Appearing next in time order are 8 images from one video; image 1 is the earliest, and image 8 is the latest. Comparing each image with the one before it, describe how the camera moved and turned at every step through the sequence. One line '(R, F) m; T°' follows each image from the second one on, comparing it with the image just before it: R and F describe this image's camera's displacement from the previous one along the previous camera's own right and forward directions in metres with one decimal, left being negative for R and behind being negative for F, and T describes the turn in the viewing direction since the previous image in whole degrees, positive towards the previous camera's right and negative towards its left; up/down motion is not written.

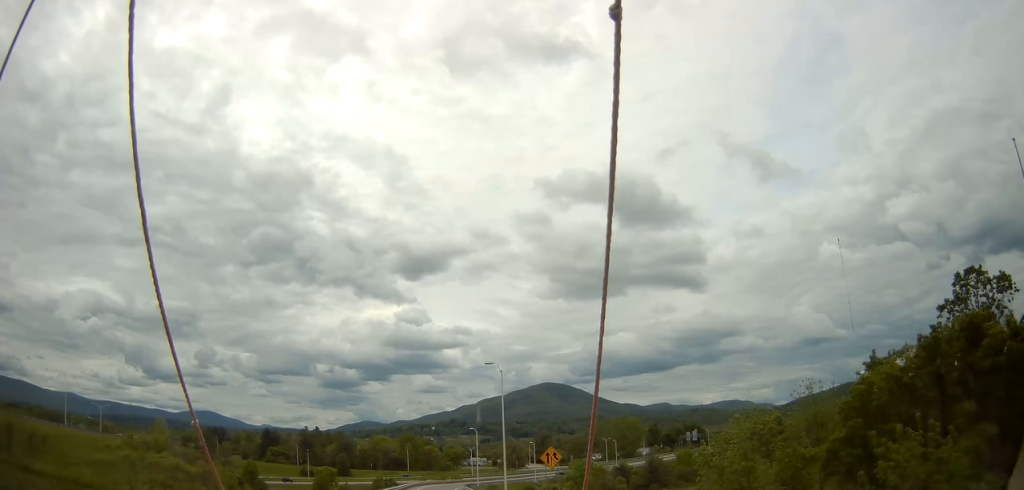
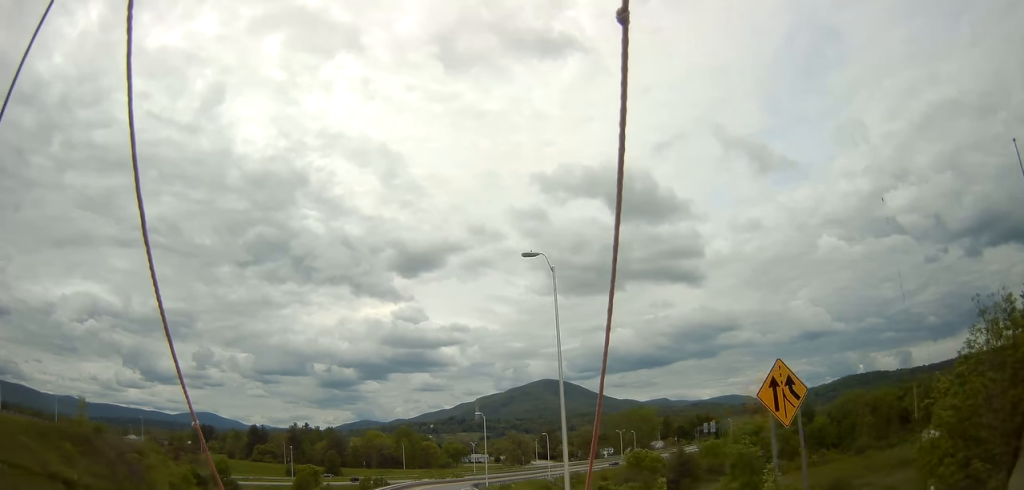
(0.0, +22.0) m; 0°
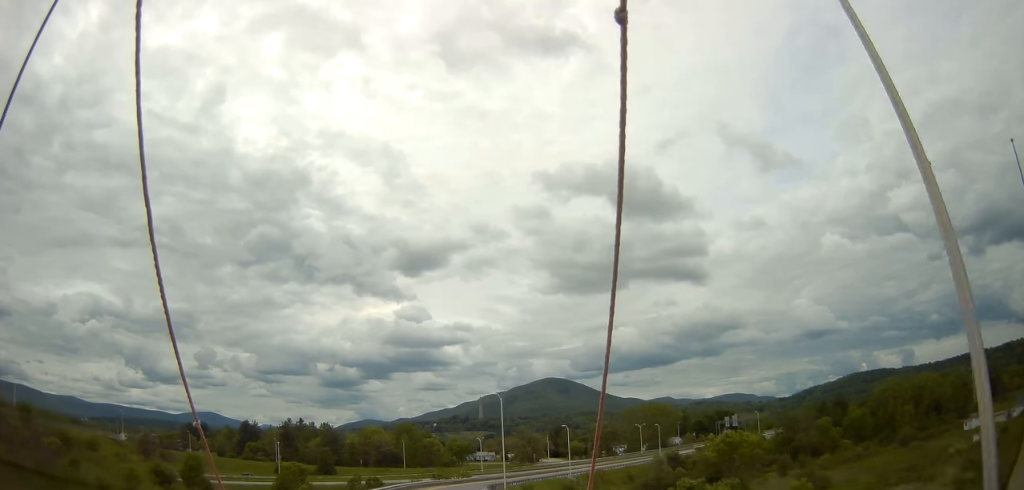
(+0.1, +19.5) m; 0°
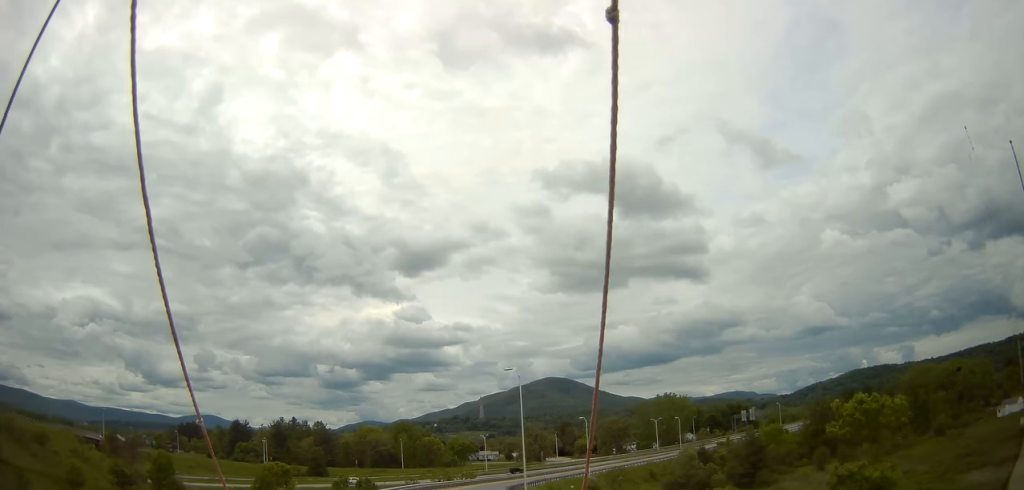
(+0.1, +15.8) m; 0°
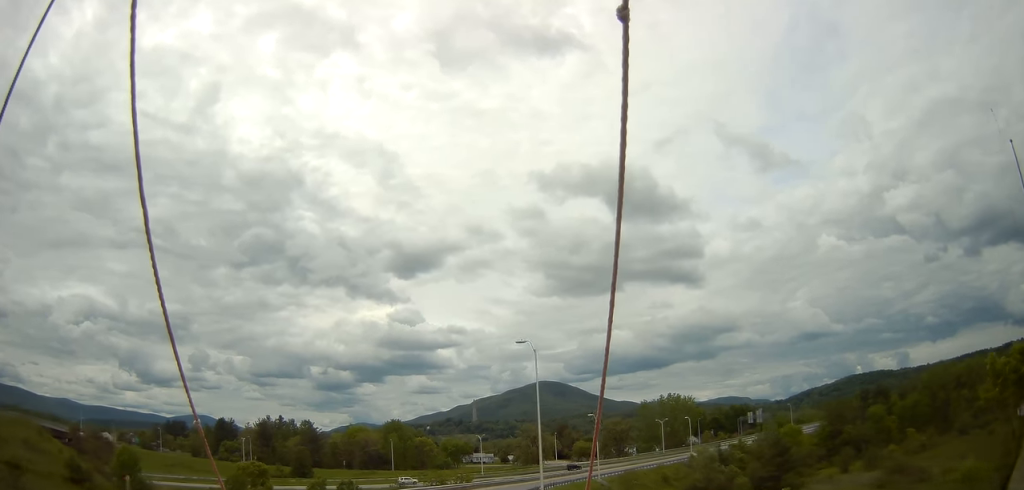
(-0.1, +11.8) m; 0°
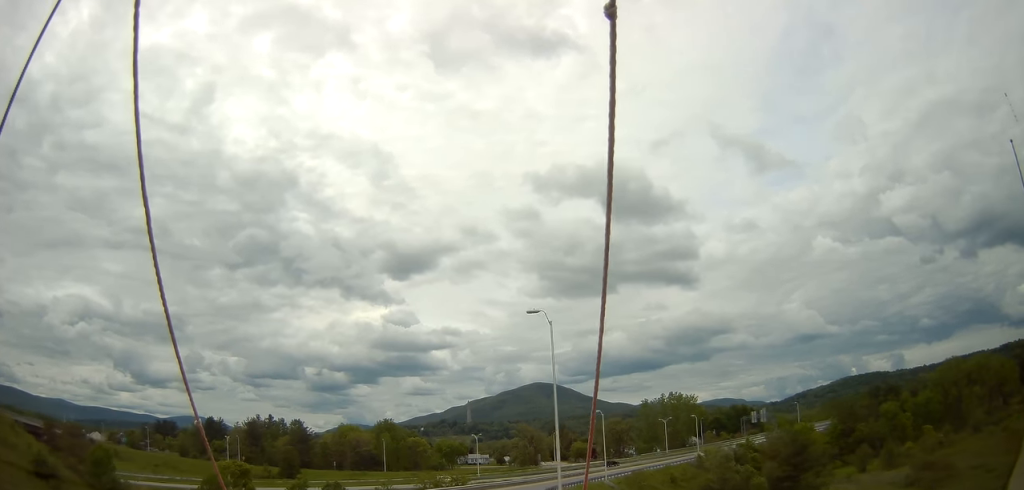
(-0.1, +7.9) m; 0°
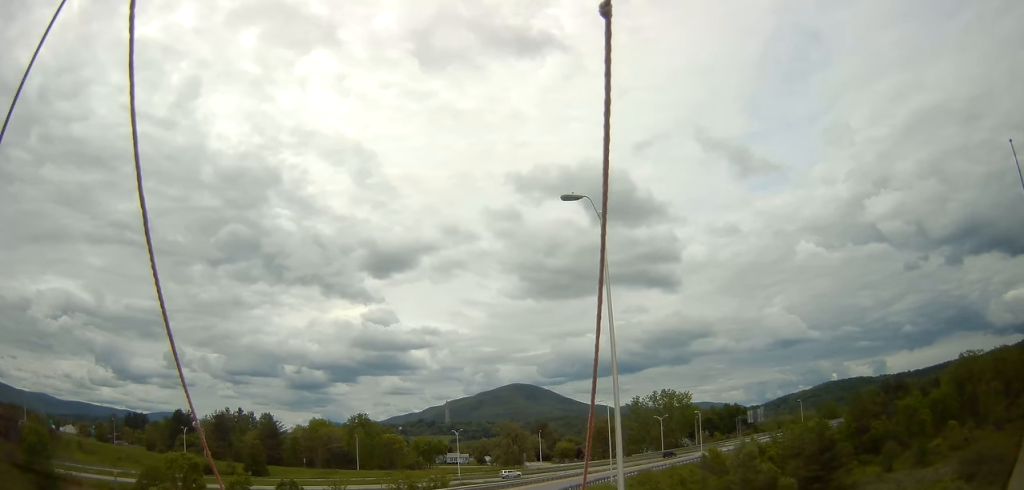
(+0.3, +13.6) m; +2°
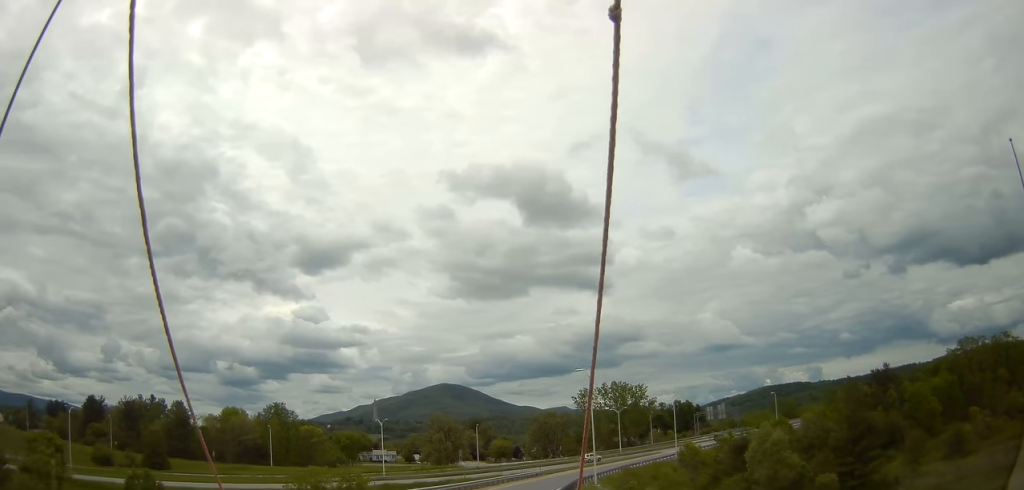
(+0.4, +22.5) m; +4°
